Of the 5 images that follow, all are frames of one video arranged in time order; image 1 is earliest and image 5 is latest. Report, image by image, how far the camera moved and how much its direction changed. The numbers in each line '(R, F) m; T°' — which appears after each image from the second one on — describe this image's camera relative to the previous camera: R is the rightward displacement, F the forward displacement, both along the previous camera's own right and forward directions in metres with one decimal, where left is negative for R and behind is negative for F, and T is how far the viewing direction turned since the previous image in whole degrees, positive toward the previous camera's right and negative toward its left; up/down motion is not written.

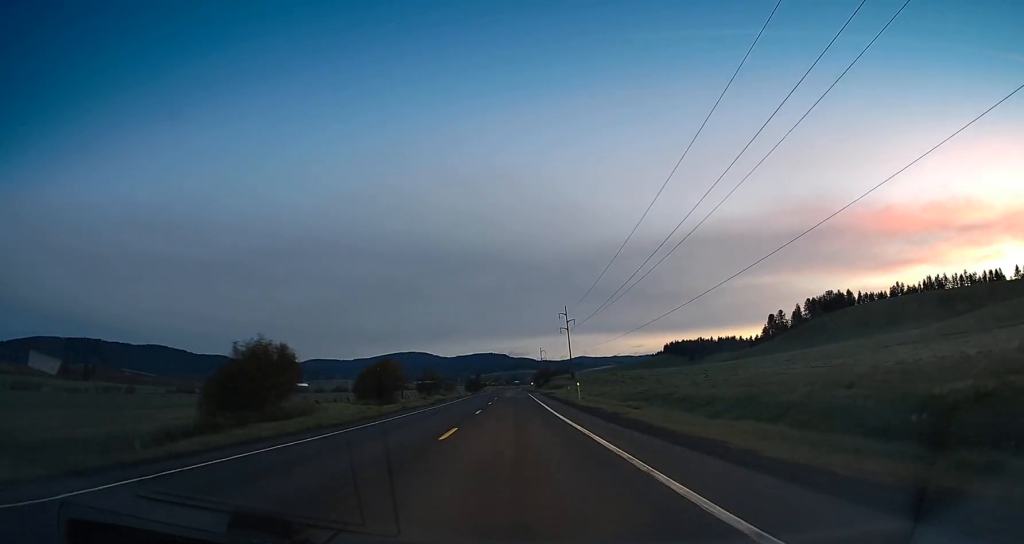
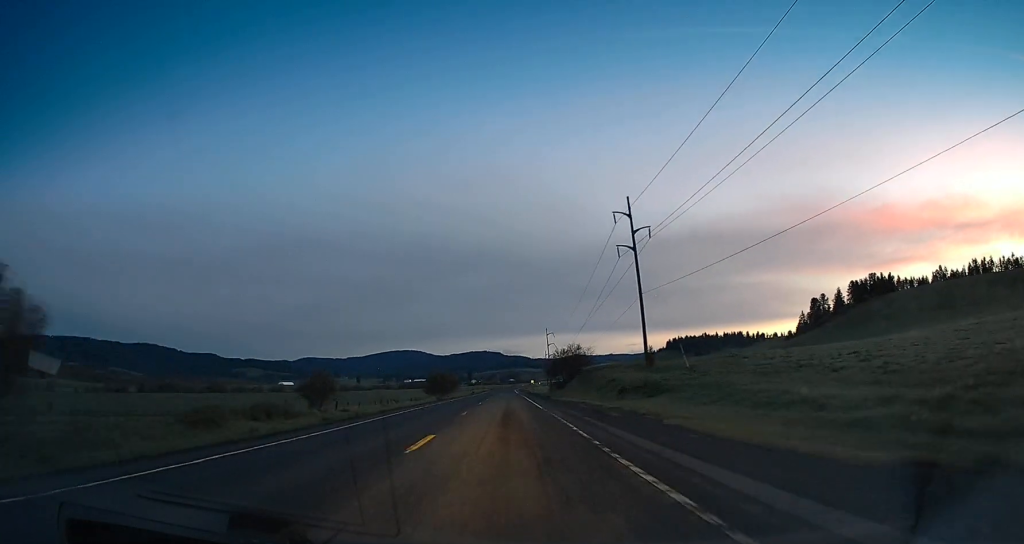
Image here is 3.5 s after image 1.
(-0.3, +93.8) m; 0°
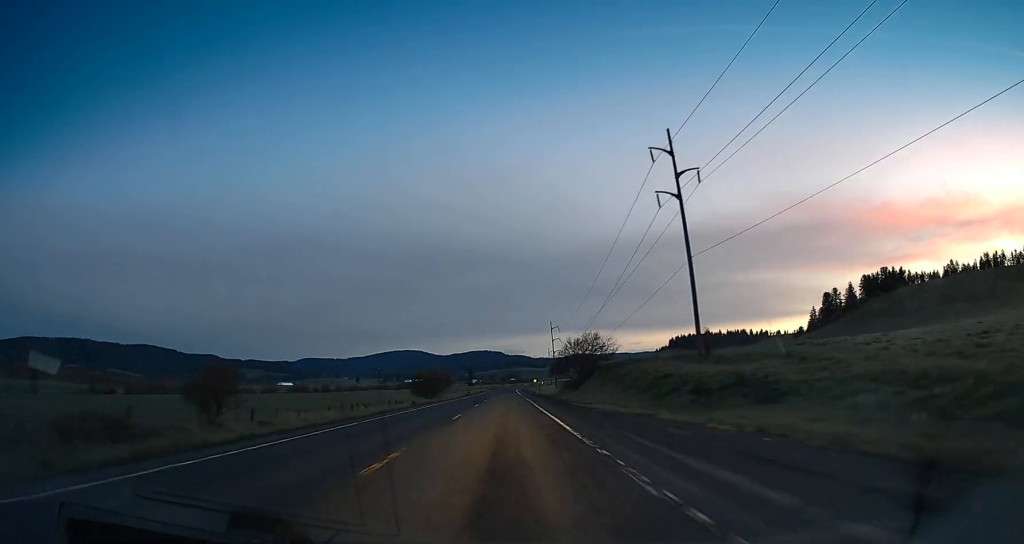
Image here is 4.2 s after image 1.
(+0.4, +18.7) m; 0°
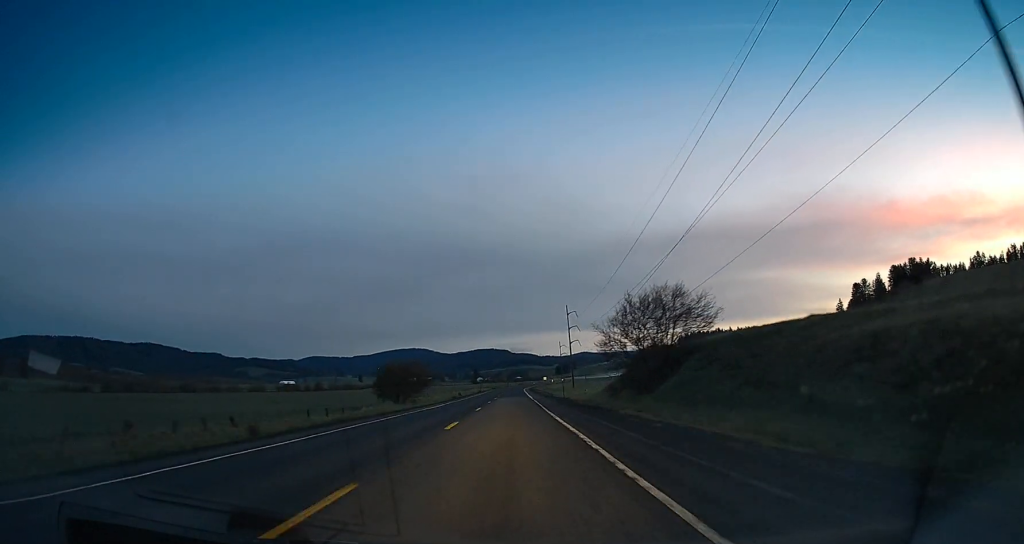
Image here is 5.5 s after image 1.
(-0.4, +34.7) m; 0°
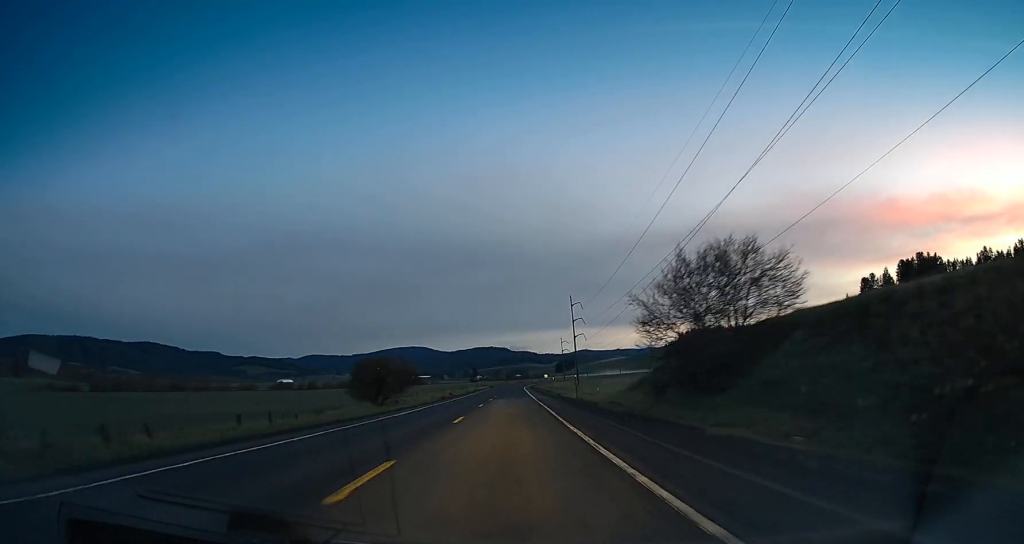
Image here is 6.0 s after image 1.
(+0.3, +12.5) m; 0°
